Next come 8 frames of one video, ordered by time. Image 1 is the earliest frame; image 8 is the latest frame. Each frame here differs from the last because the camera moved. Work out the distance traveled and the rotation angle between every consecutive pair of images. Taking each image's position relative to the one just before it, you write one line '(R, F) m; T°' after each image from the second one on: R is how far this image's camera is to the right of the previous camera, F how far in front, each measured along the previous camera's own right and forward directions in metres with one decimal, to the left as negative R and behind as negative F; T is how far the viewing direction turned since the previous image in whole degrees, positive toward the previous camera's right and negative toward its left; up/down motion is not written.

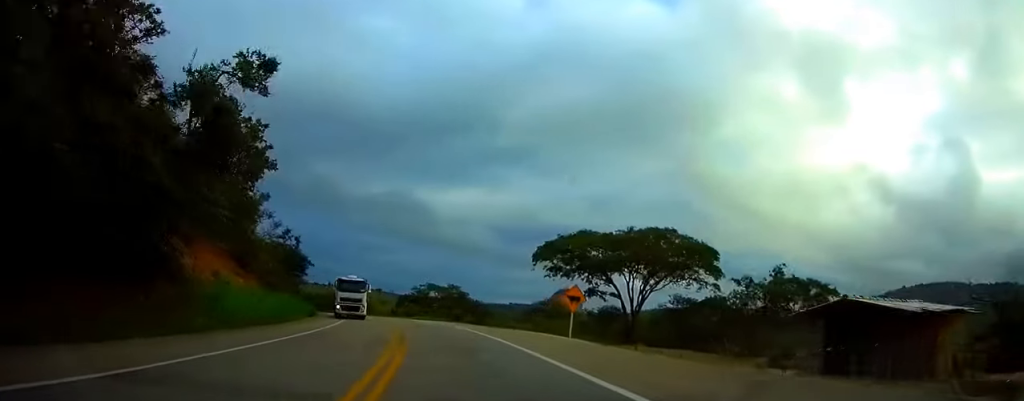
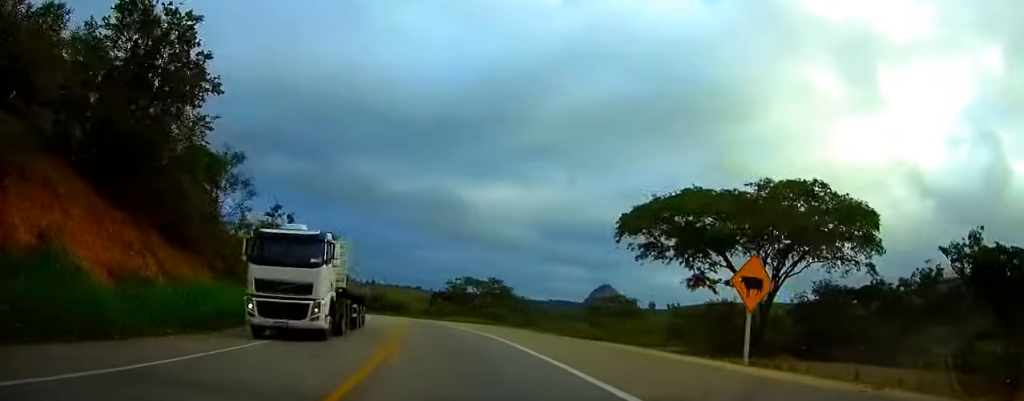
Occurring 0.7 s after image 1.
(-0.3, +17.4) m; -3°
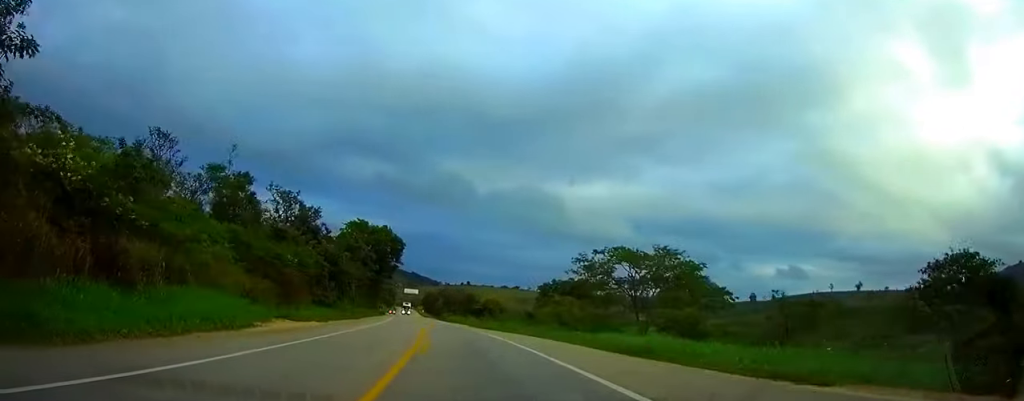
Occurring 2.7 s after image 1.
(-3.4, +46.4) m; -8°
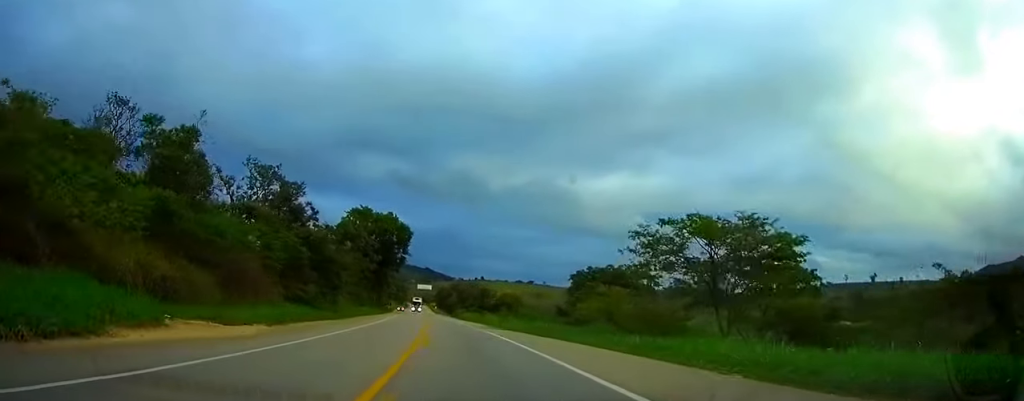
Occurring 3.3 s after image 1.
(-0.3, +13.6) m; -1°
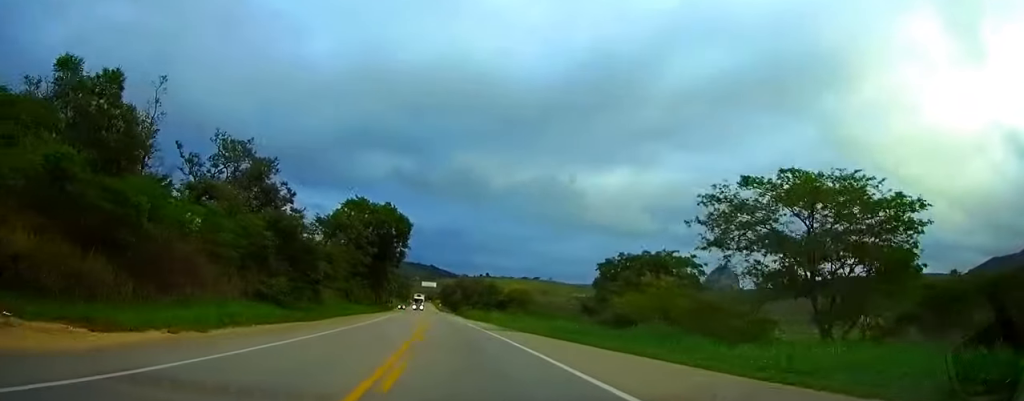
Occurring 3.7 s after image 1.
(-0.1, +10.4) m; -1°
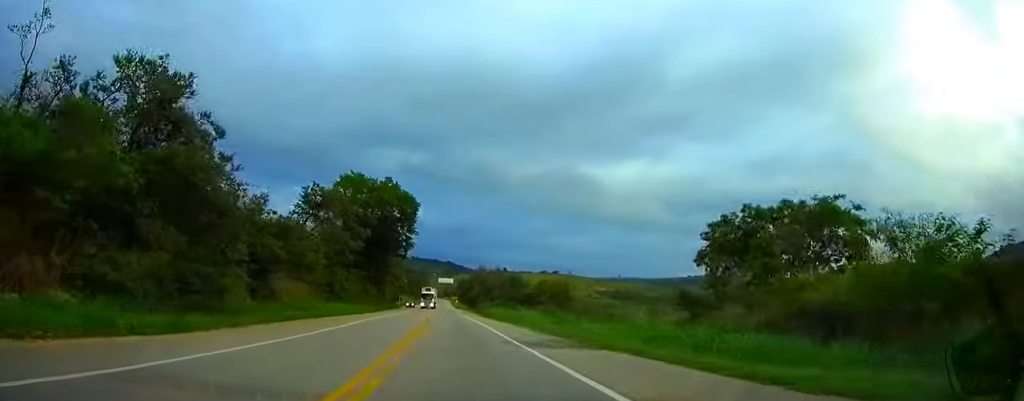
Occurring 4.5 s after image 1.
(0.0, +20.1) m; -1°
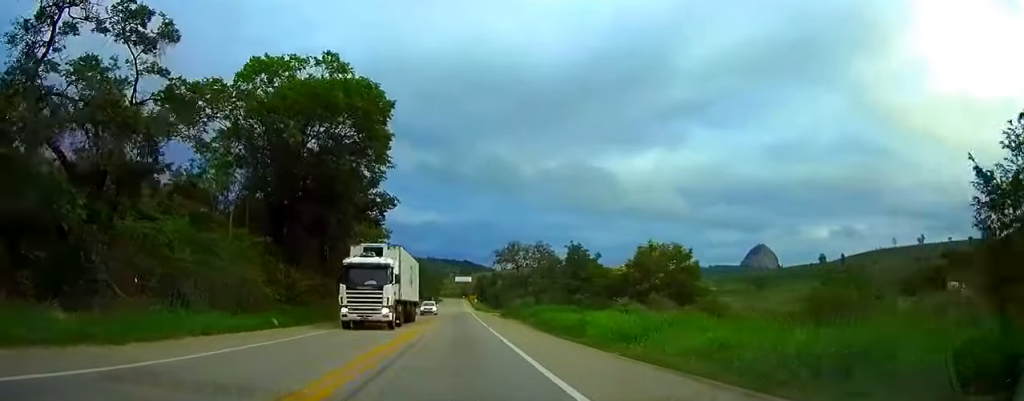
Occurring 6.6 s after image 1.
(-1.4, +49.9) m; -3°
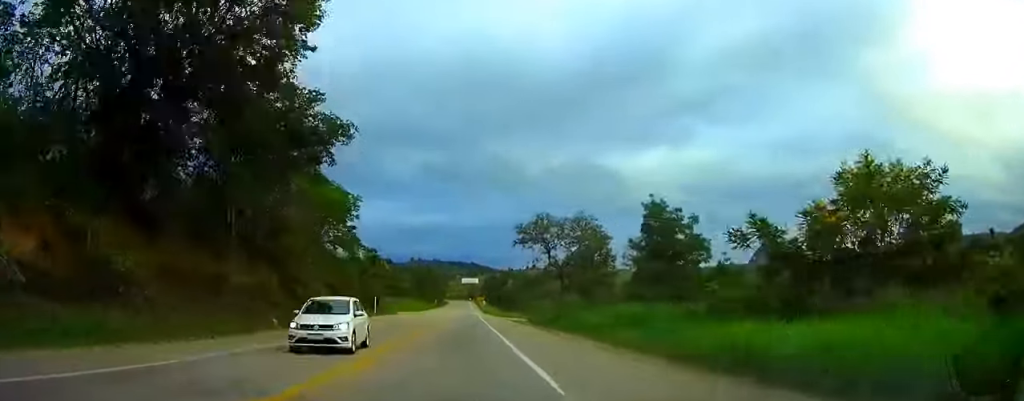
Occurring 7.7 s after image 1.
(0.0, +27.6) m; 0°
